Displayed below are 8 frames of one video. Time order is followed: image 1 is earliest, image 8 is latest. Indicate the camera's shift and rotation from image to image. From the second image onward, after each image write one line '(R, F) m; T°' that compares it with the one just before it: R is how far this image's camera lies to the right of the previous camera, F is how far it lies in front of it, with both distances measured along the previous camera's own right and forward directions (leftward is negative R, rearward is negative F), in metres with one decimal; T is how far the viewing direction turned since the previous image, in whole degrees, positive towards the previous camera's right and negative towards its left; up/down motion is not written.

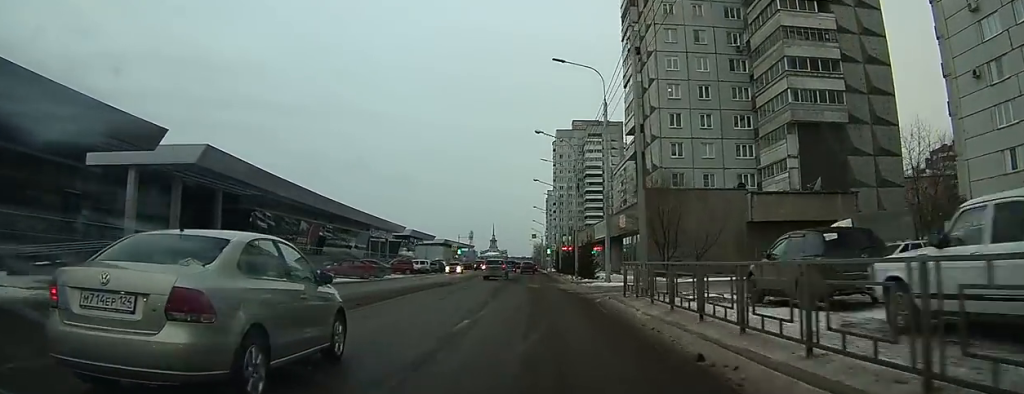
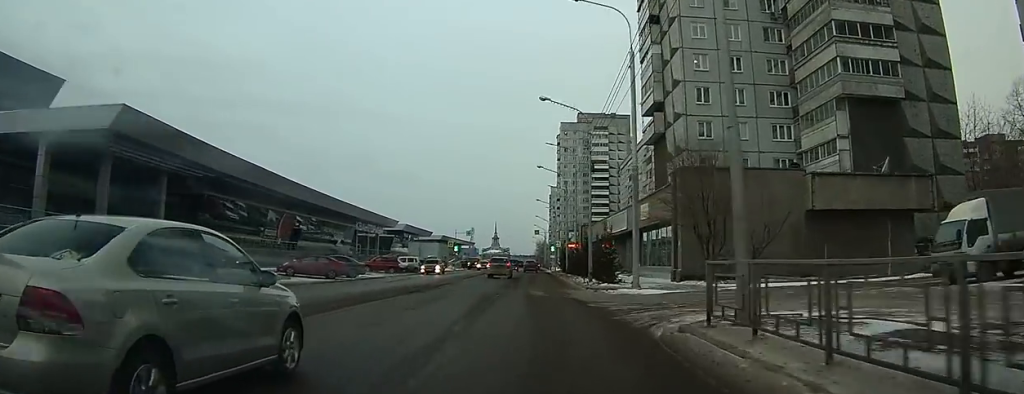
(0.0, +10.3) m; 0°
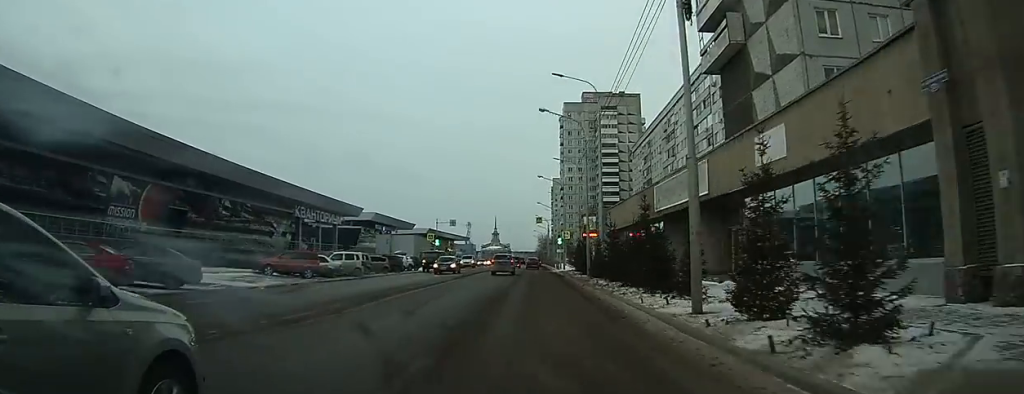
(+0.2, +25.1) m; +1°
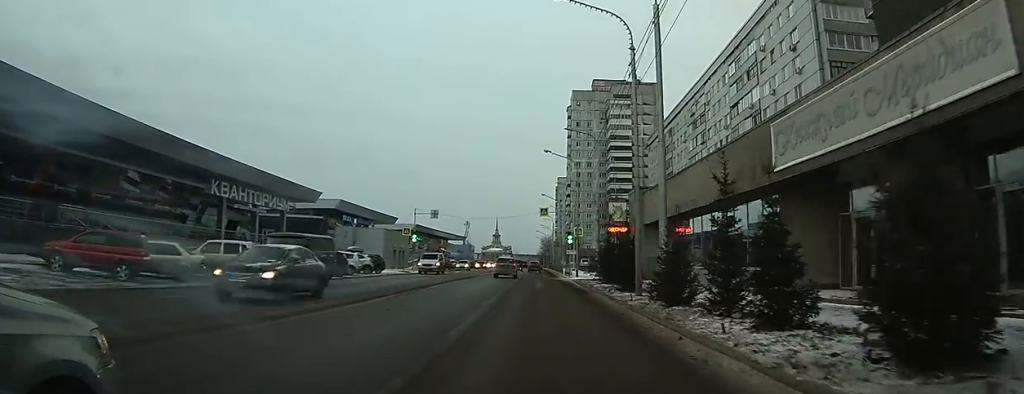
(0.0, +16.3) m; 0°
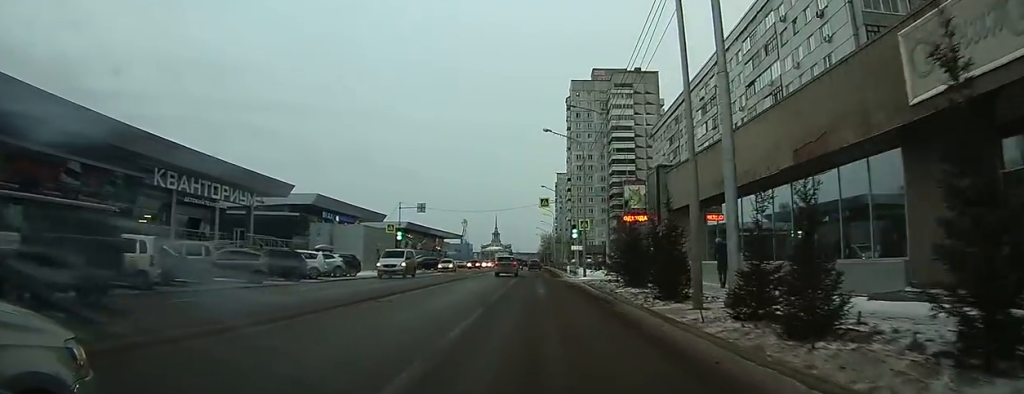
(0.0, +6.2) m; 0°
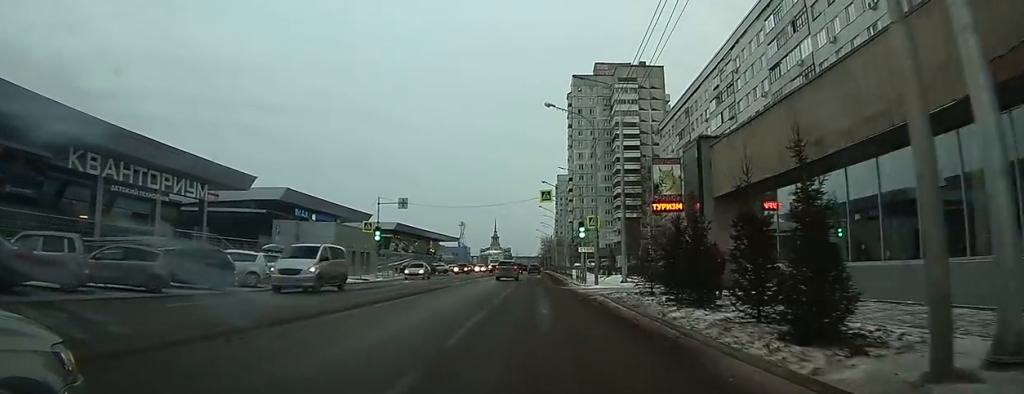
(0.0, +6.8) m; +1°
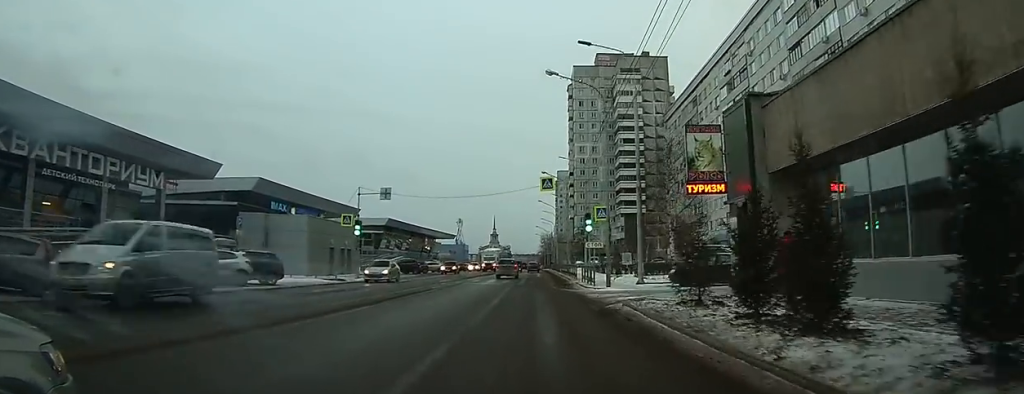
(0.0, +5.1) m; 0°
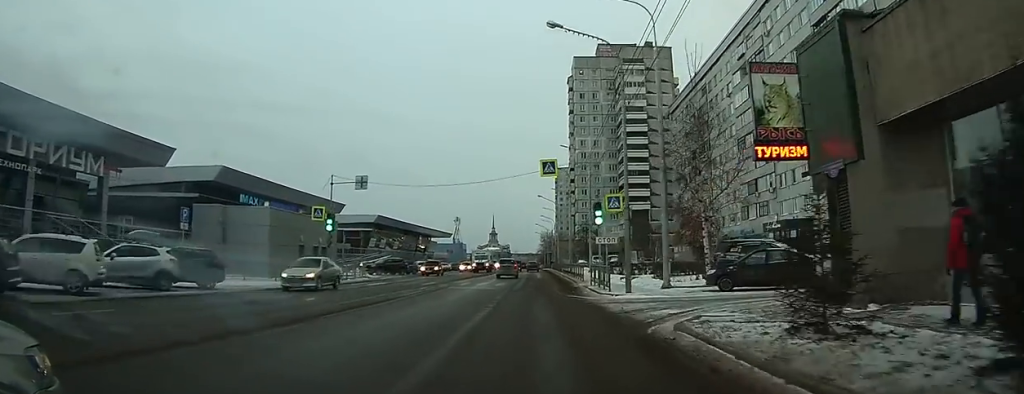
(0.0, +5.6) m; 0°
